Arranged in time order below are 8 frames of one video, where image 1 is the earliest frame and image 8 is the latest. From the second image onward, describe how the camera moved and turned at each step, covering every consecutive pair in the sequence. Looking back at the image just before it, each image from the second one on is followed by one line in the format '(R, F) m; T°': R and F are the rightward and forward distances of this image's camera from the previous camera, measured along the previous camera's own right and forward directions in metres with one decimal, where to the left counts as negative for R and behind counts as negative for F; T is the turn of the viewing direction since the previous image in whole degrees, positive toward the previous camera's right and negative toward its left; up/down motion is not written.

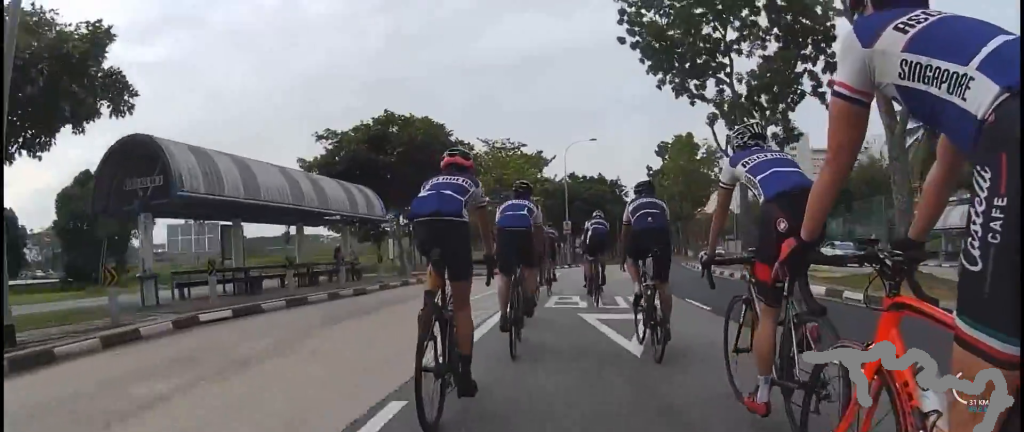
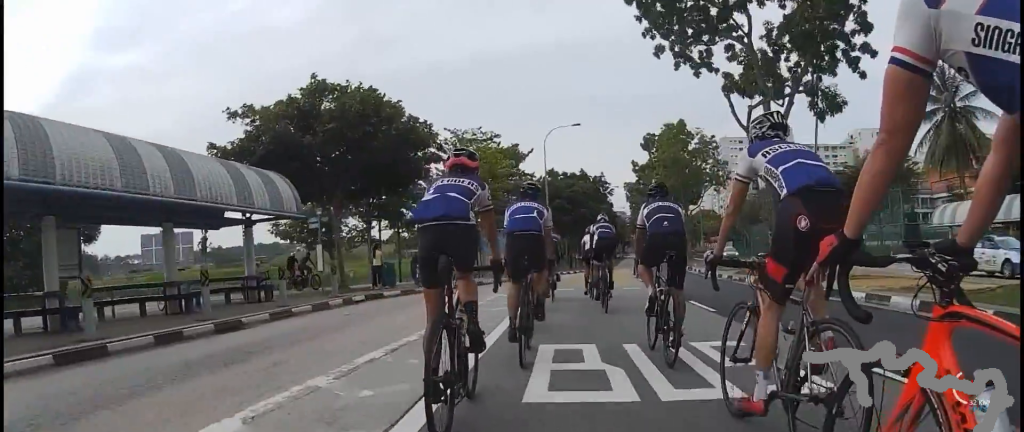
(-0.1, +6.2) m; +4°
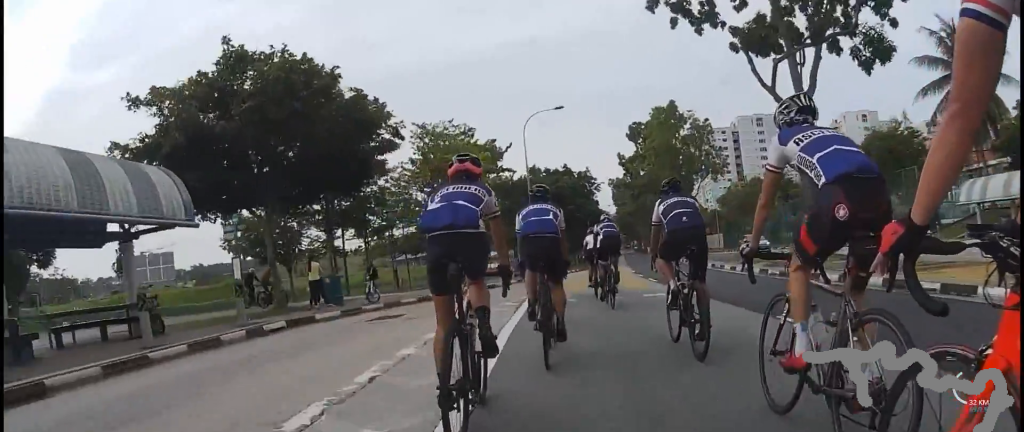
(+0.5, +4.5) m; 0°
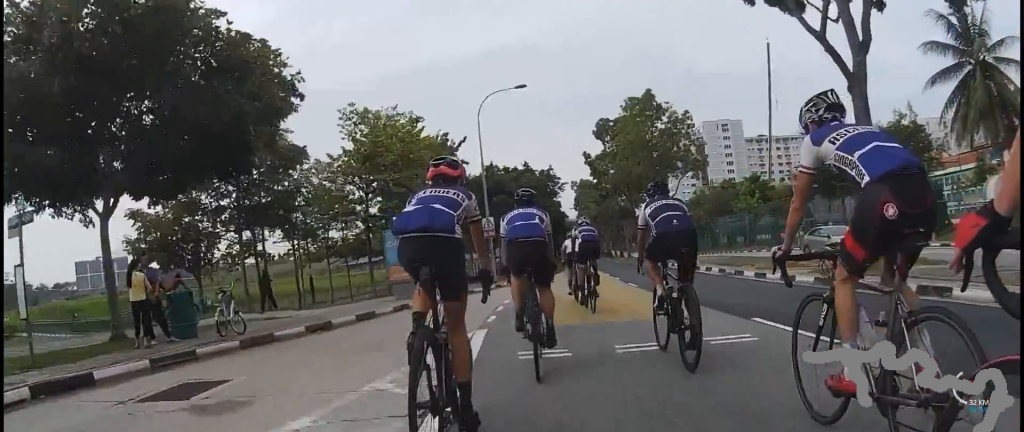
(+0.1, +6.1) m; +1°
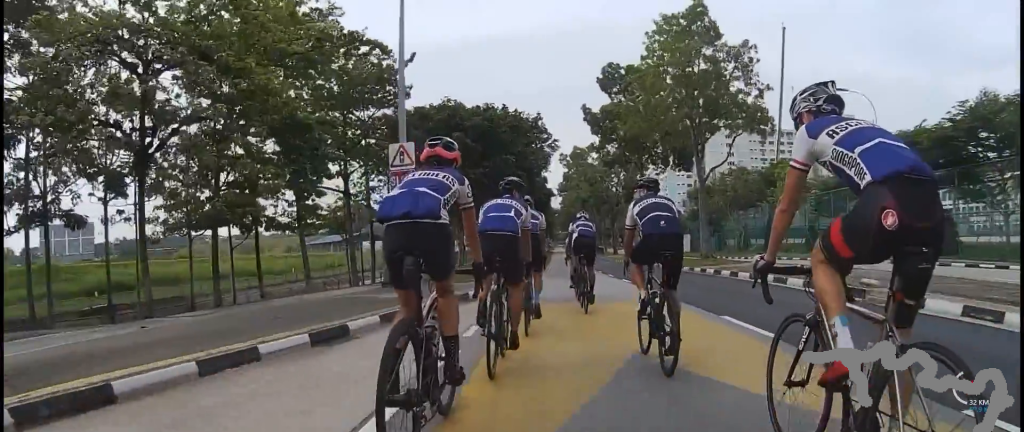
(+1.1, +16.0) m; +10°
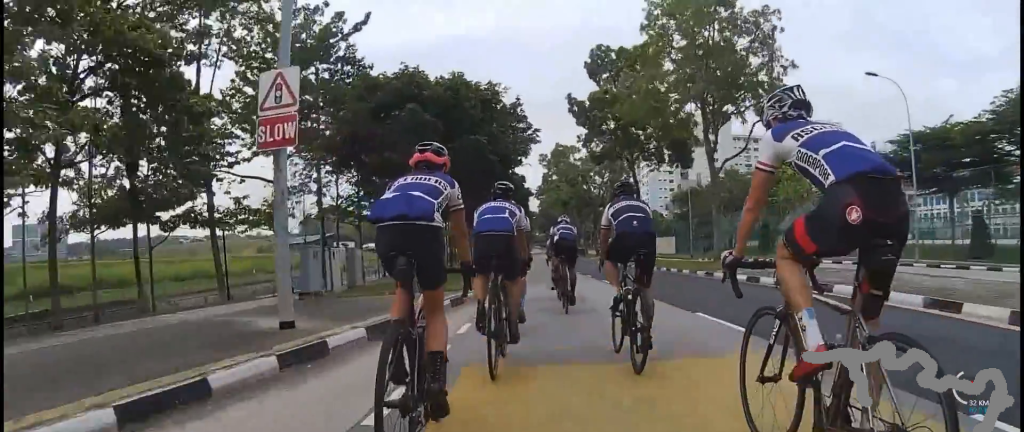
(+0.1, +5.8) m; -6°
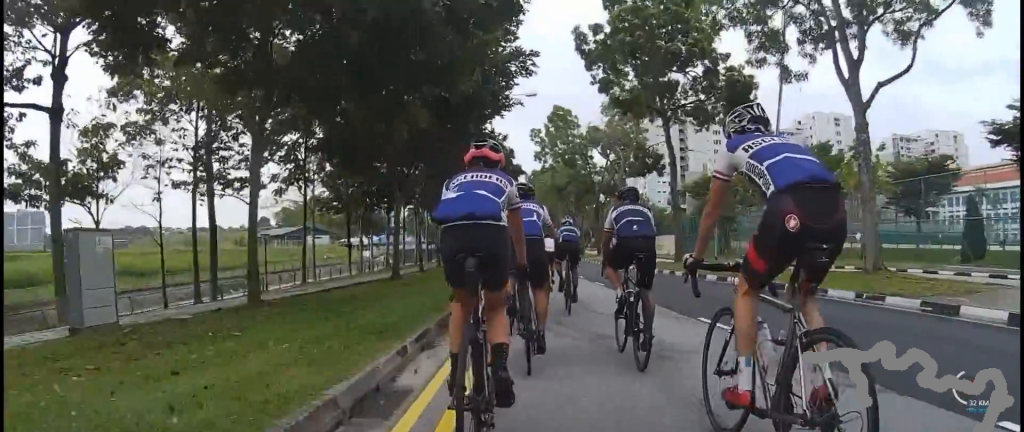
(-1.4, +12.5) m; -2°
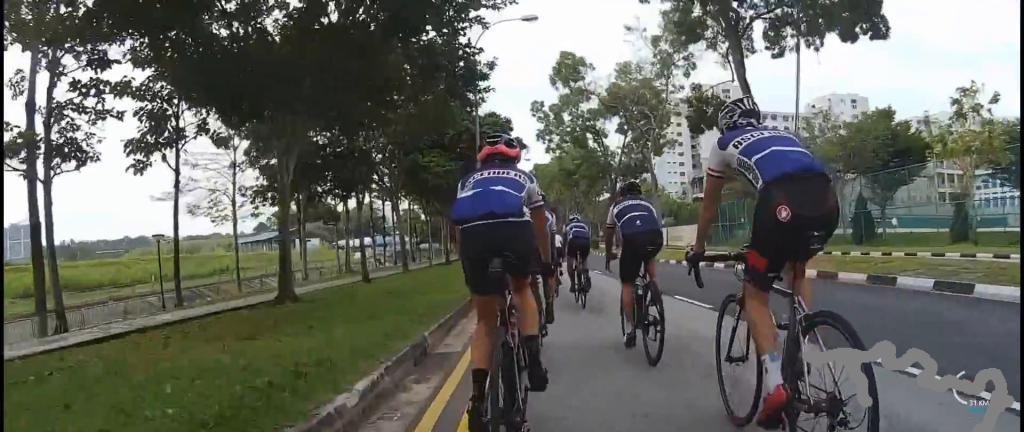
(+1.4, +9.9) m; +12°
